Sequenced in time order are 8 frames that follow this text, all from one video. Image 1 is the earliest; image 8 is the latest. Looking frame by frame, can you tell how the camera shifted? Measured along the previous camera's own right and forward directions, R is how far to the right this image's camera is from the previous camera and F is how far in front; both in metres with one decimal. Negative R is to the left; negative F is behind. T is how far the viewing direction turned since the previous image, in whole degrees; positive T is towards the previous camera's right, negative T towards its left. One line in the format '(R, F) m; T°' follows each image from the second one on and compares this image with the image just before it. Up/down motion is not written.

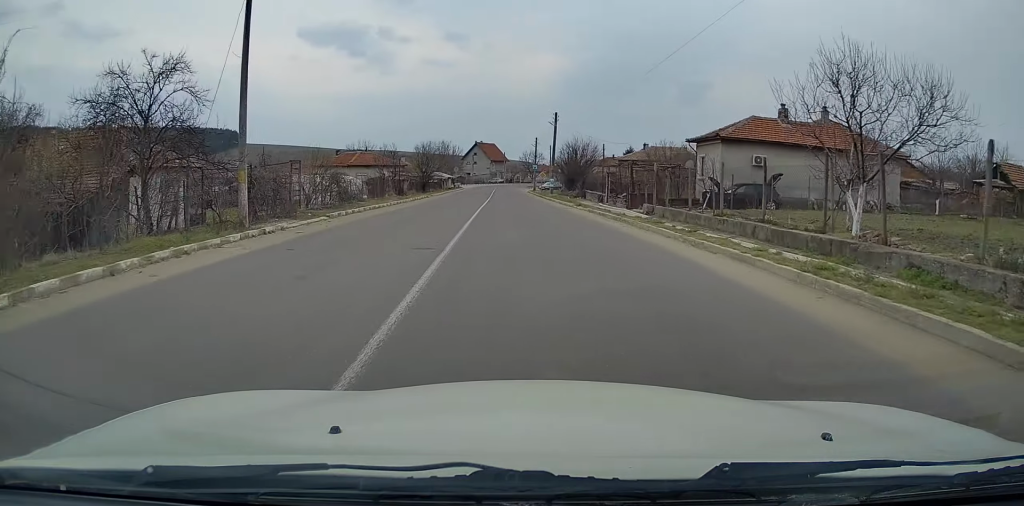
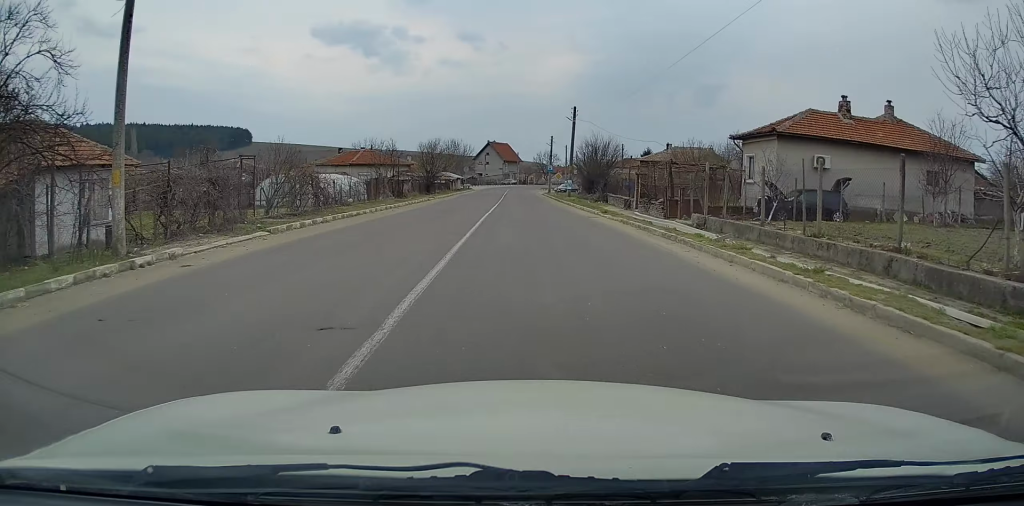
(-0.3, +5.9) m; -2°
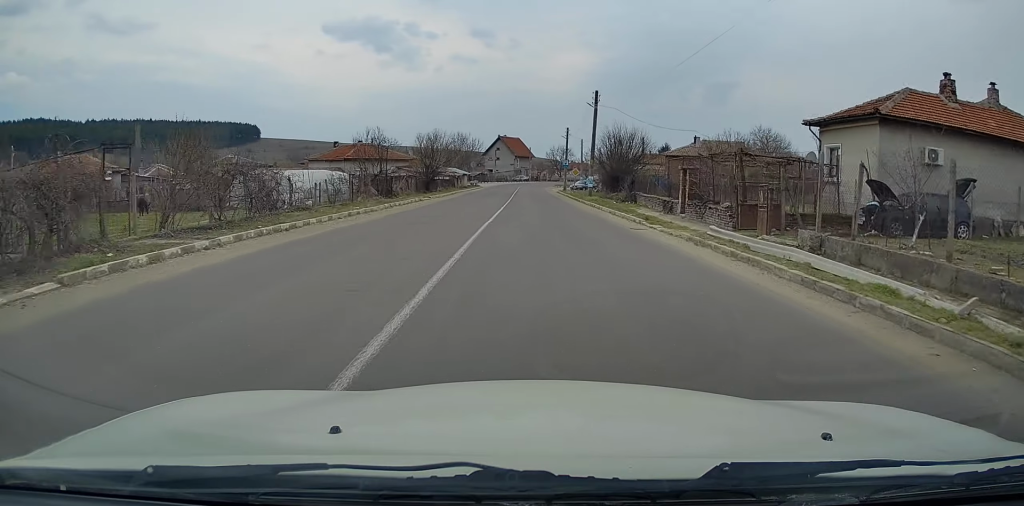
(-0.3, +7.8) m; -2°
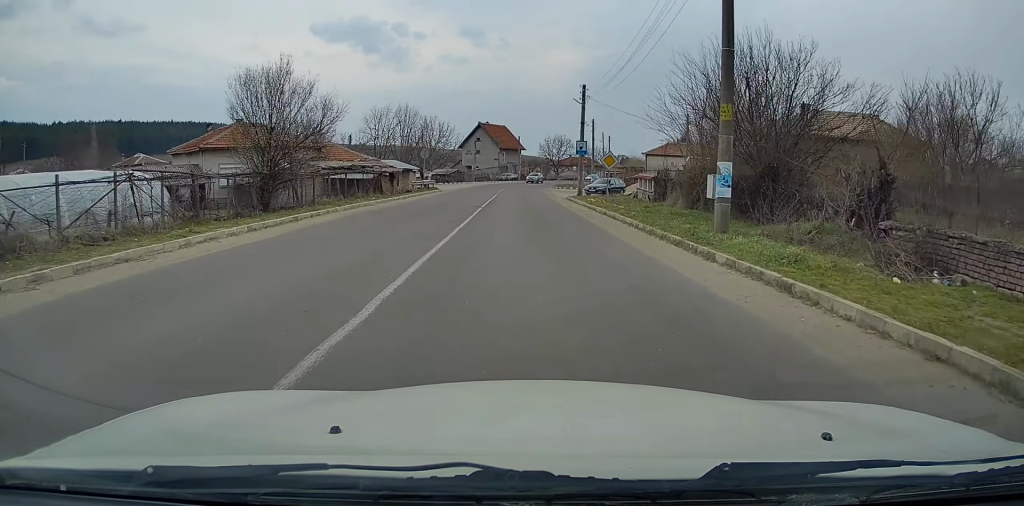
(-0.1, +32.1) m; +1°
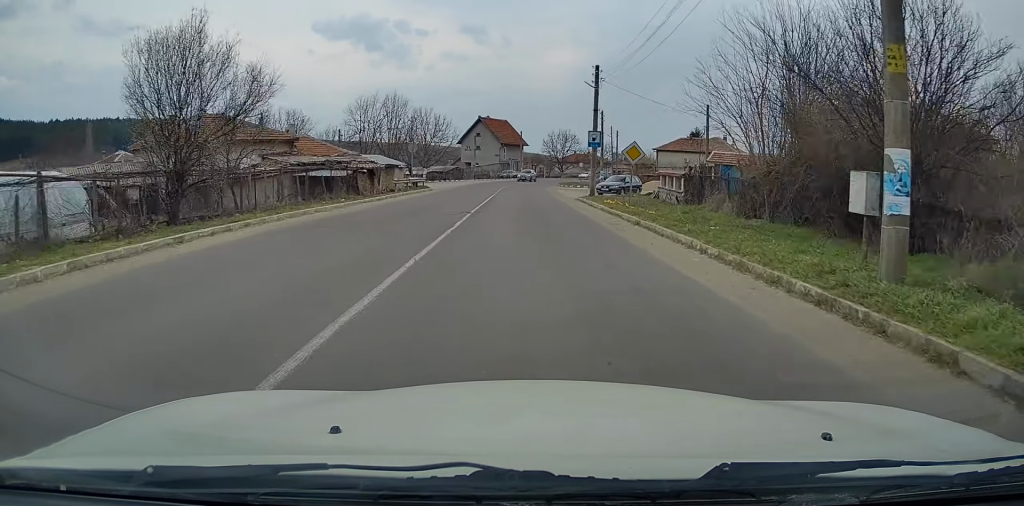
(0.0, +6.4) m; 0°
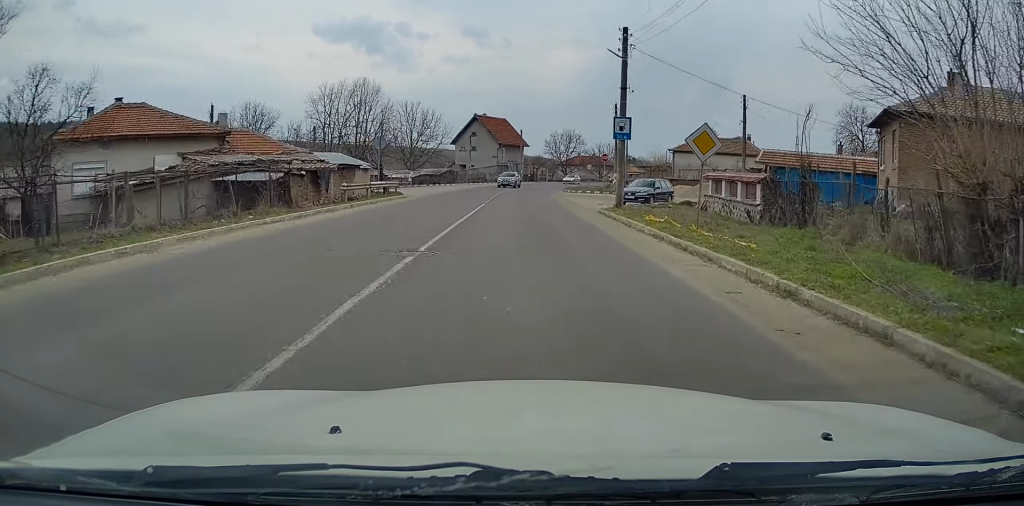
(+0.1, +10.0) m; 0°
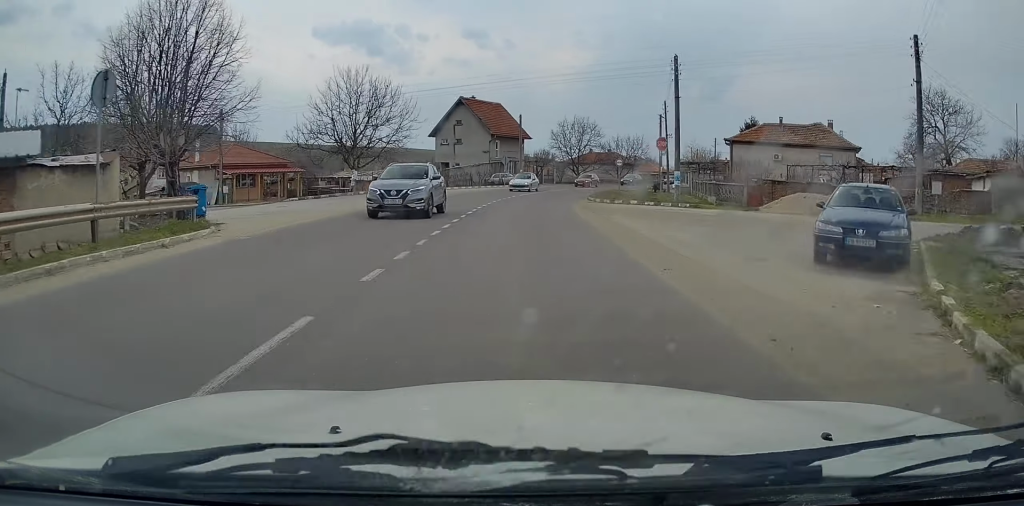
(-0.1, +22.9) m; 0°
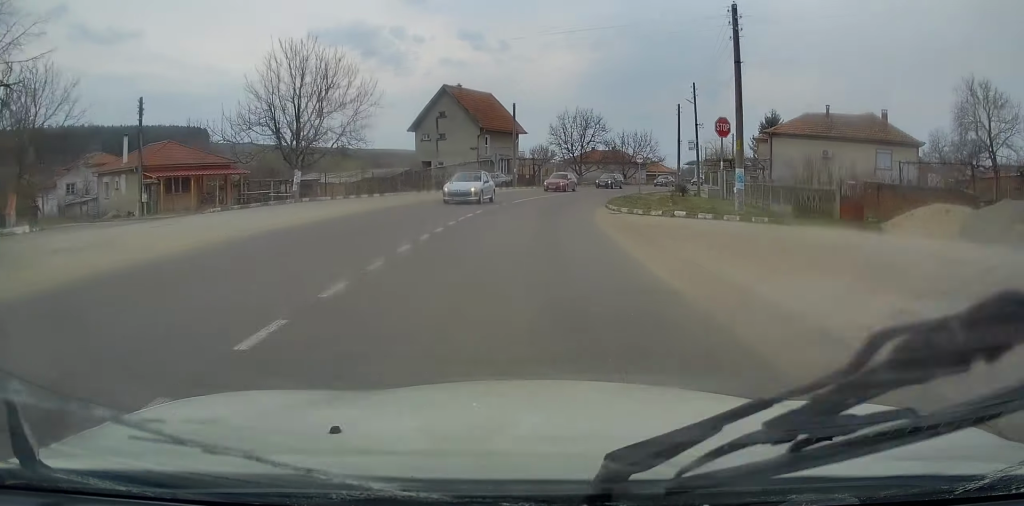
(+0.1, +10.7) m; +1°
